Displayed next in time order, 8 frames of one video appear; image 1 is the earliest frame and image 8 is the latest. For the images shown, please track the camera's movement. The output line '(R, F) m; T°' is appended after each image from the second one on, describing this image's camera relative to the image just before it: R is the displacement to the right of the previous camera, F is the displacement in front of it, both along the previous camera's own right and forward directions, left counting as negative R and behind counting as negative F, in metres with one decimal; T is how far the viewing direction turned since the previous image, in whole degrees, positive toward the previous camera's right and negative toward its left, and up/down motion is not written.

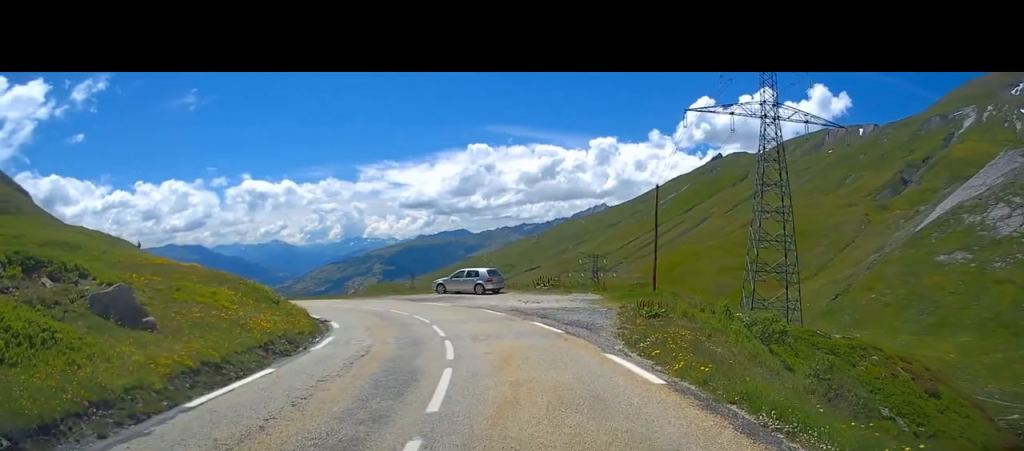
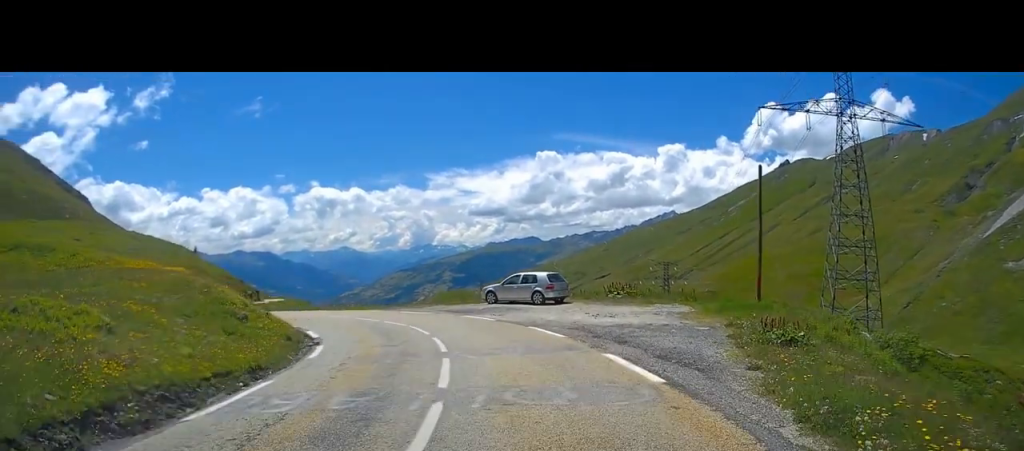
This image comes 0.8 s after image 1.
(-0.4, +7.1) m; -7°
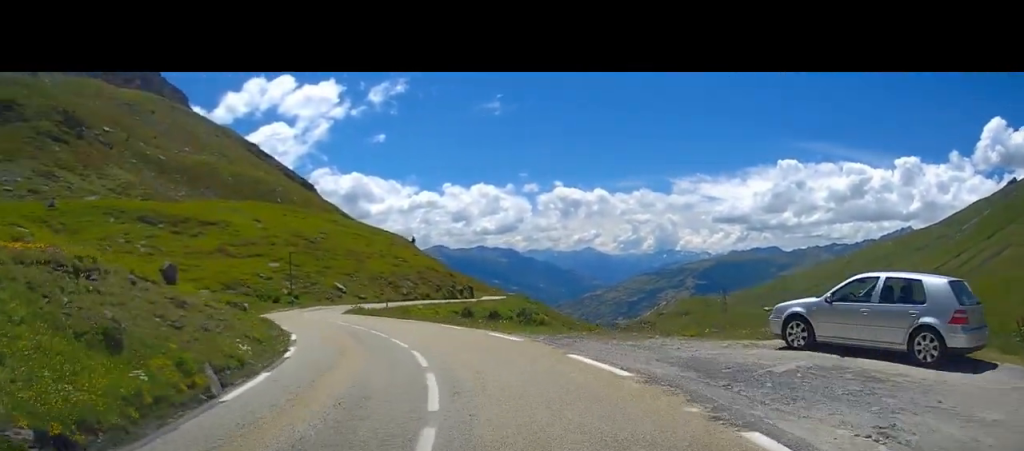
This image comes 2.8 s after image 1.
(-4.4, +18.5) m; -28°
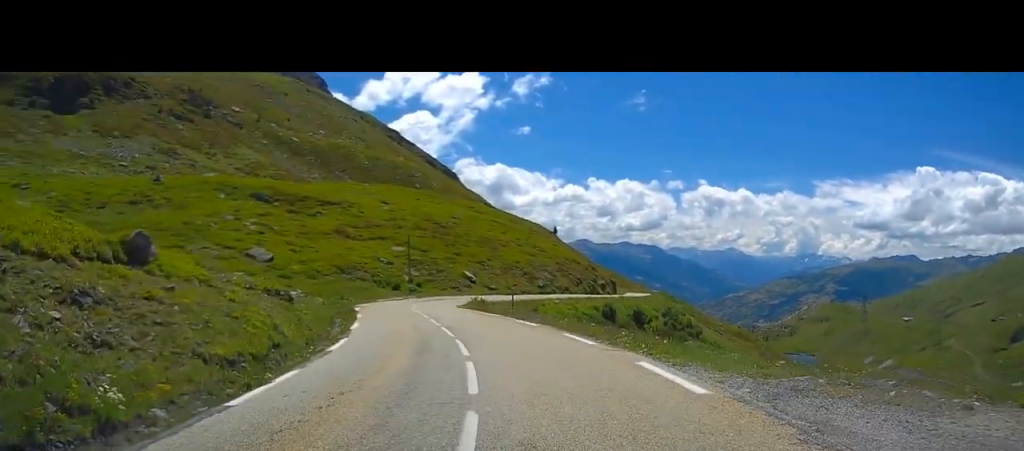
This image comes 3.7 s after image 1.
(-1.0, +9.1) m; -7°
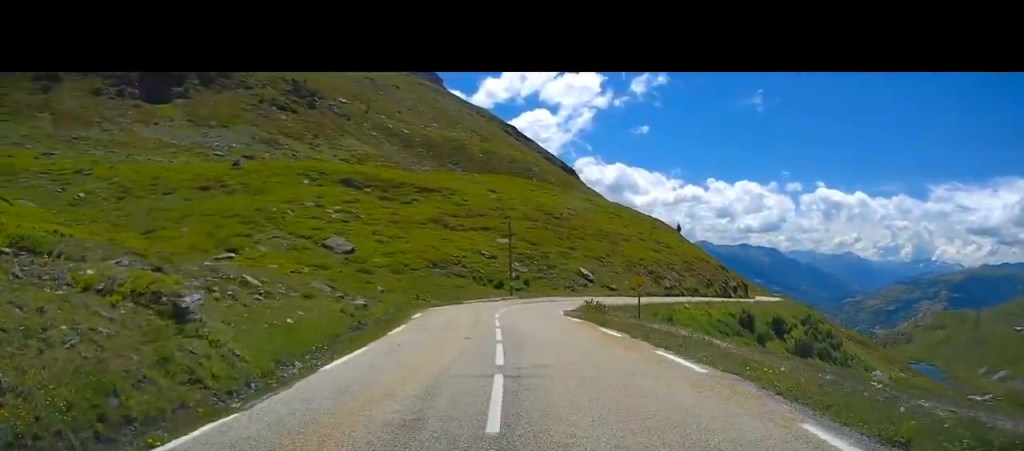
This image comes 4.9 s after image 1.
(-0.3, +12.3) m; -6°
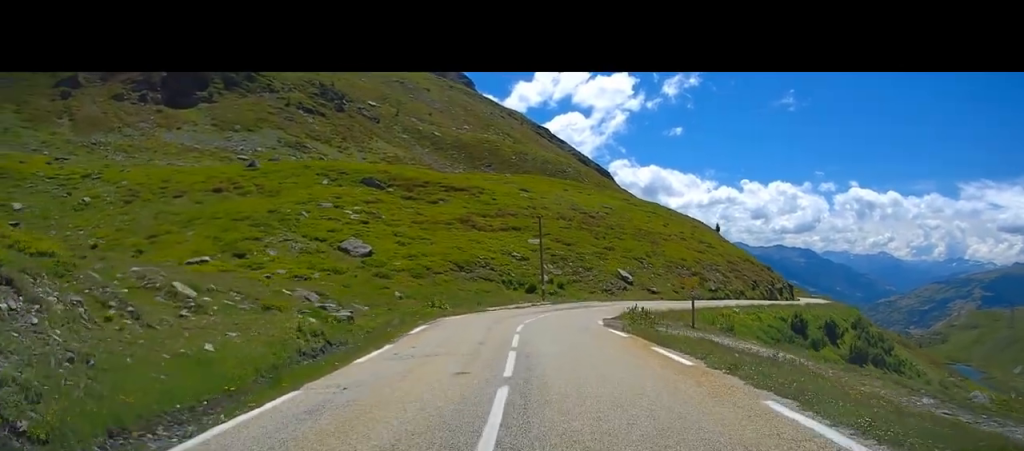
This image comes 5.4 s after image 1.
(0.0, +5.8) m; -4°
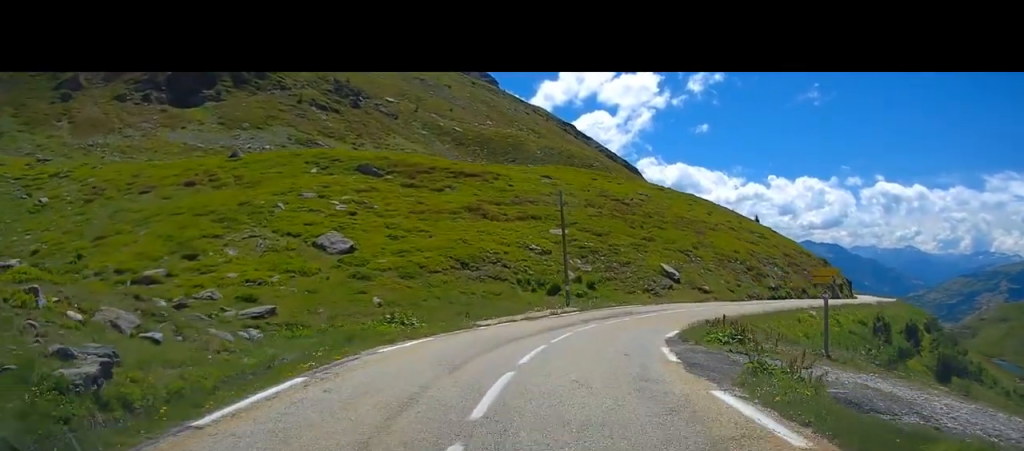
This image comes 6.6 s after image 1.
(-1.0, +12.1) m; -5°
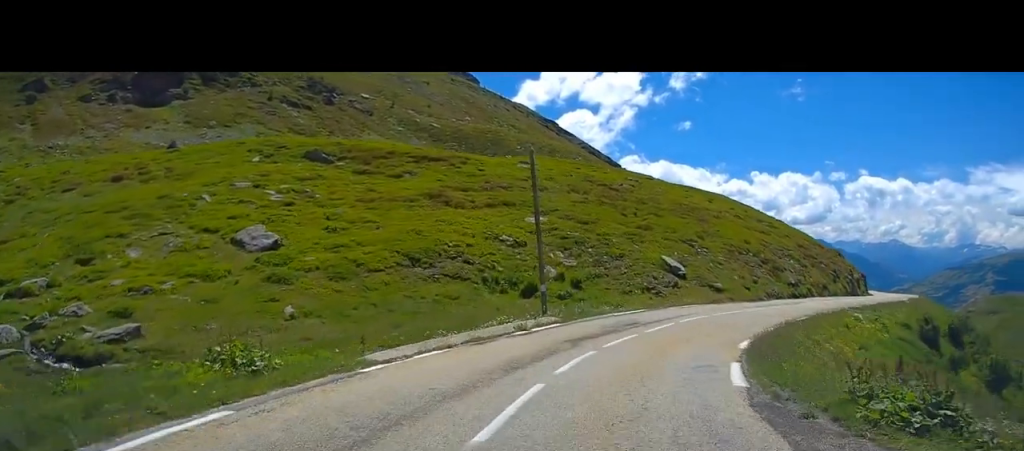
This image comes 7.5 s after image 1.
(0.0, +8.4) m; +2°
